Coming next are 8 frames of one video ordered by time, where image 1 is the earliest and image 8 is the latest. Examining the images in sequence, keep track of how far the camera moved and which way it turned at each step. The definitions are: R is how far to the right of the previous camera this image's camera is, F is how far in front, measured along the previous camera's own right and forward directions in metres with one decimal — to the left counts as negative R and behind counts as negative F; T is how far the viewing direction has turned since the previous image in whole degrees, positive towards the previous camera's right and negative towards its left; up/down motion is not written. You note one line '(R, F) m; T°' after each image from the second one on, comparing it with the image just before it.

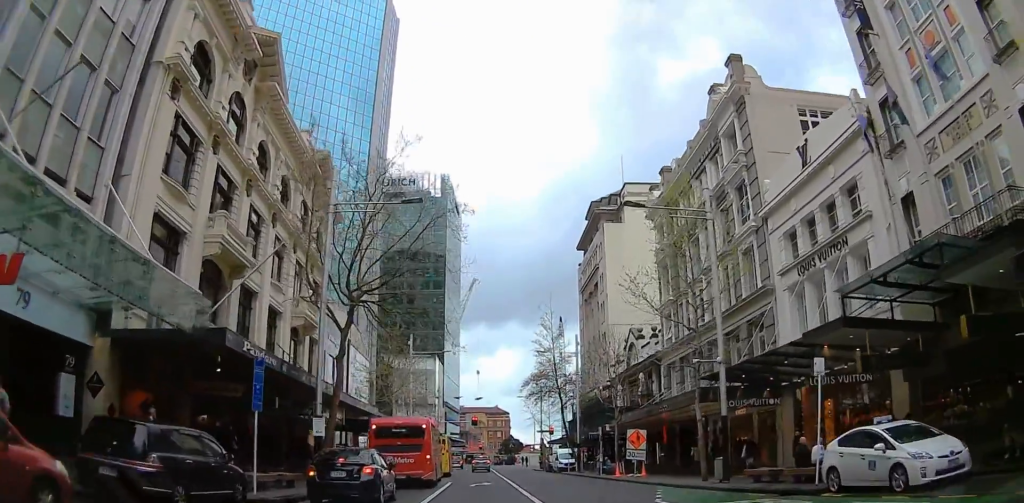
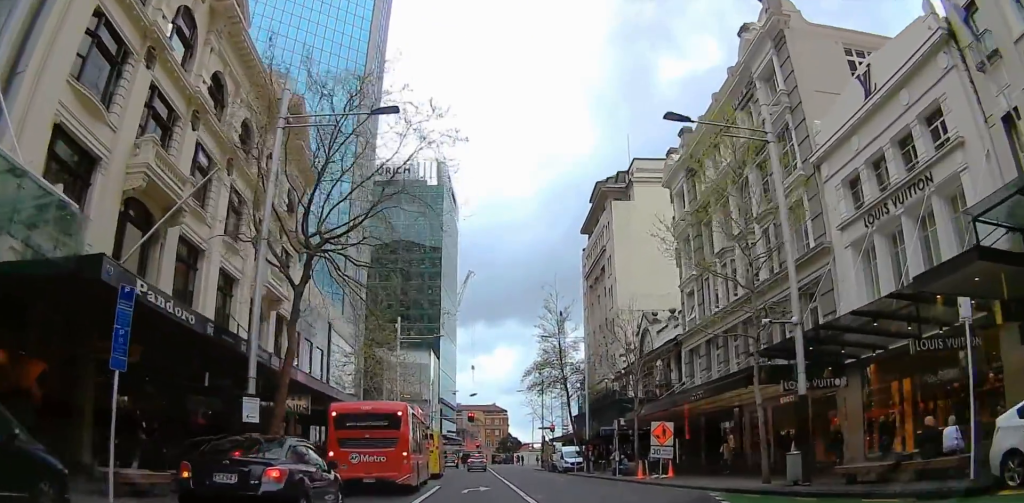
(+0.1, +4.6) m; +5°
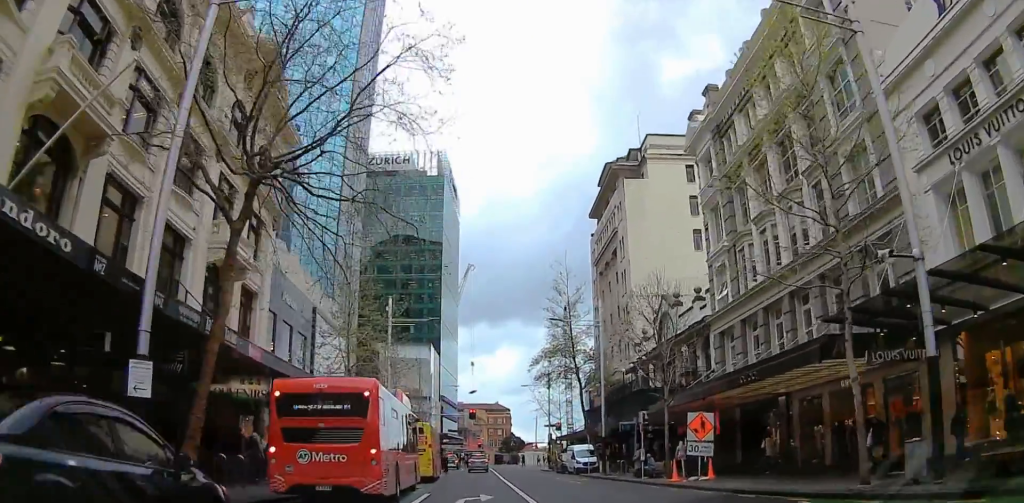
(+0.3, +2.5) m; +4°
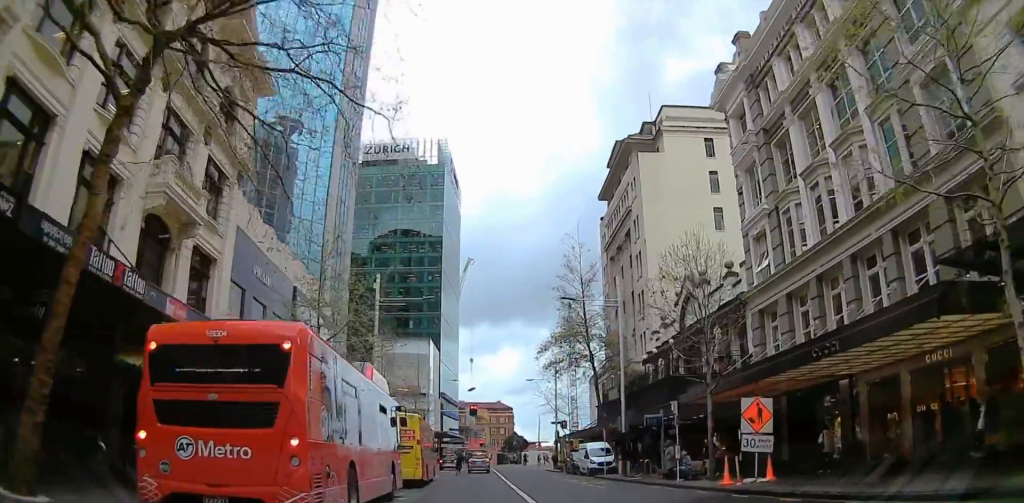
(-0.1, +6.0) m; -4°
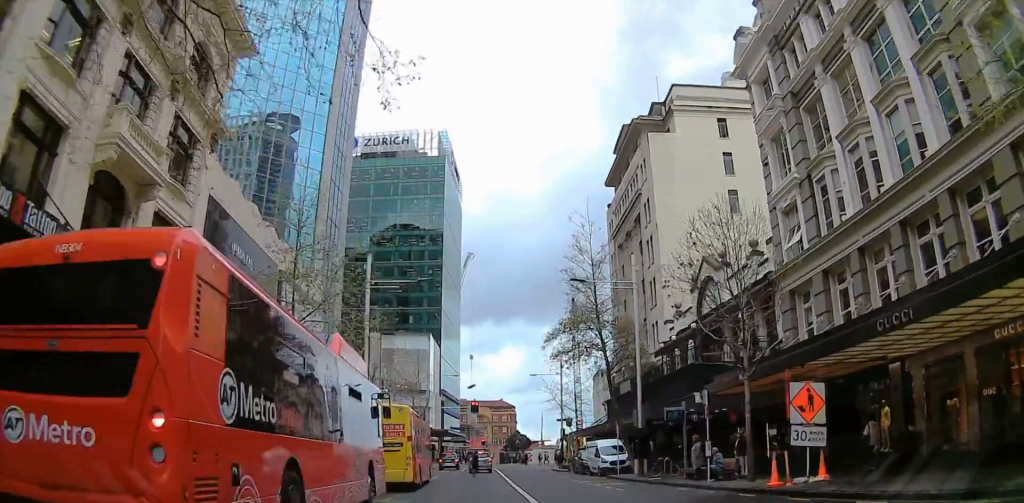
(-0.1, +4.0) m; -1°
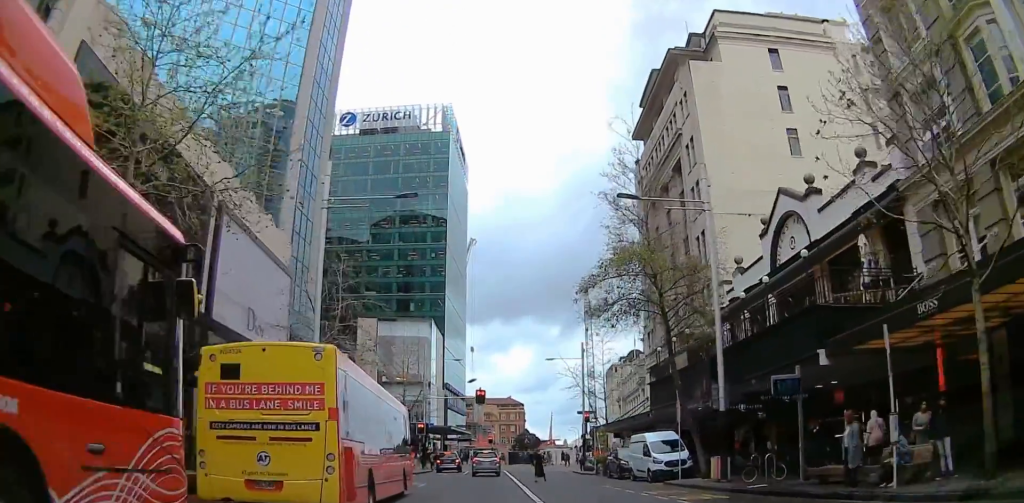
(-0.3, +12.2) m; +1°
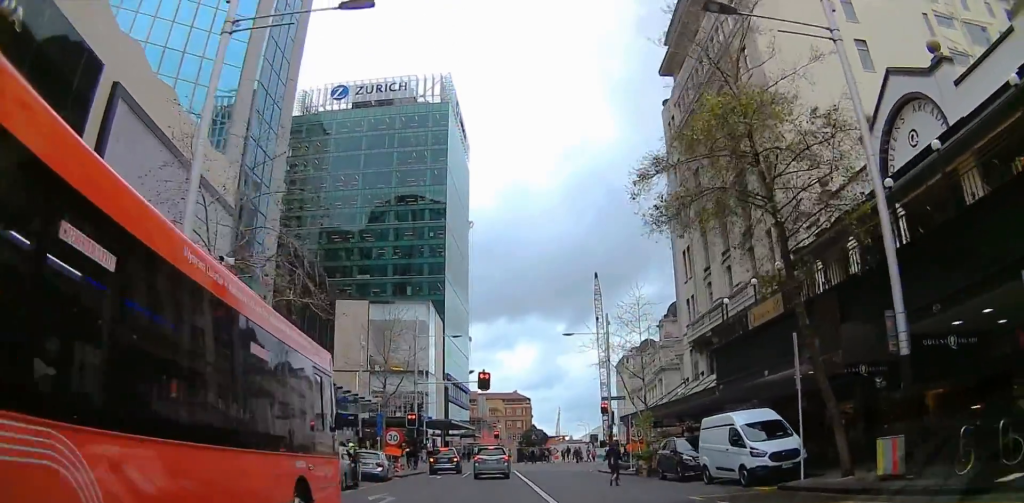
(+0.4, +11.4) m; +1°
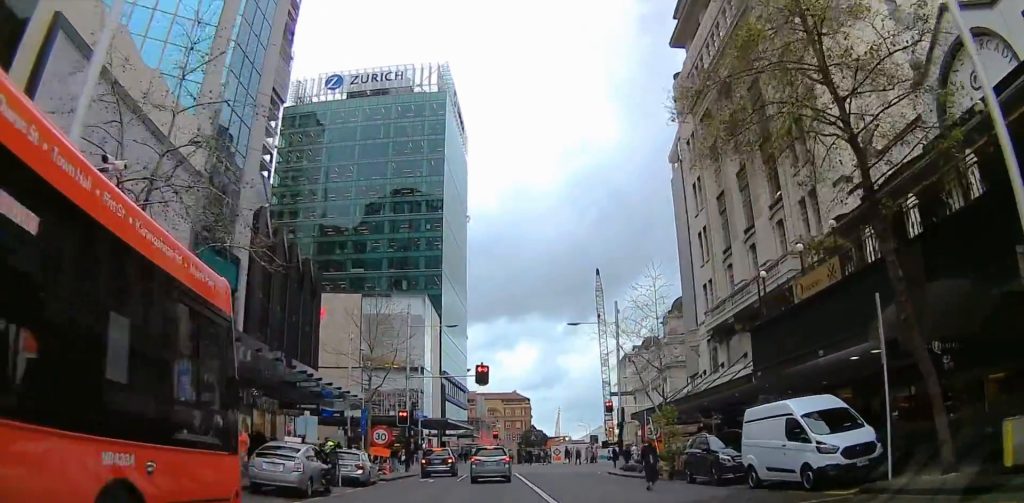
(-0.1, +4.6) m; -1°
